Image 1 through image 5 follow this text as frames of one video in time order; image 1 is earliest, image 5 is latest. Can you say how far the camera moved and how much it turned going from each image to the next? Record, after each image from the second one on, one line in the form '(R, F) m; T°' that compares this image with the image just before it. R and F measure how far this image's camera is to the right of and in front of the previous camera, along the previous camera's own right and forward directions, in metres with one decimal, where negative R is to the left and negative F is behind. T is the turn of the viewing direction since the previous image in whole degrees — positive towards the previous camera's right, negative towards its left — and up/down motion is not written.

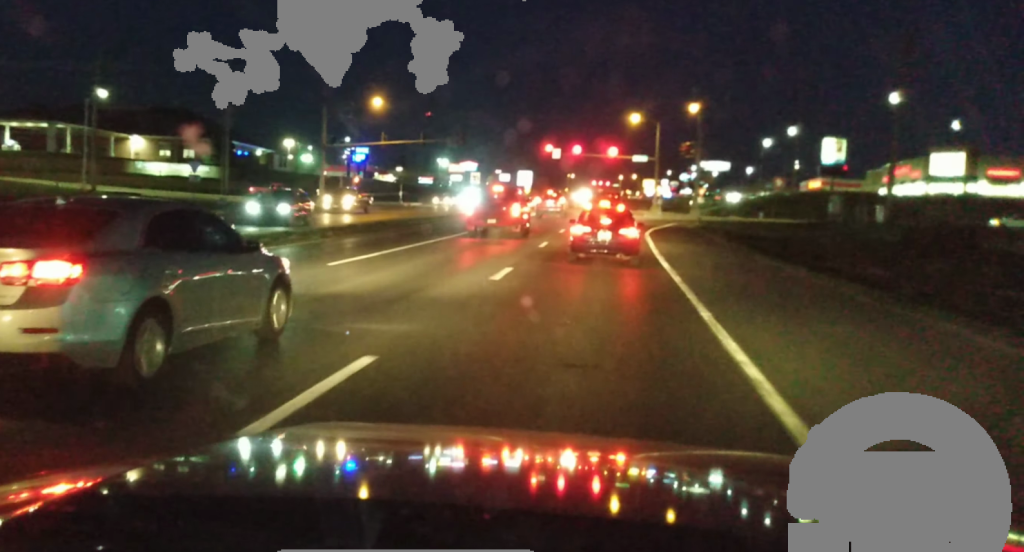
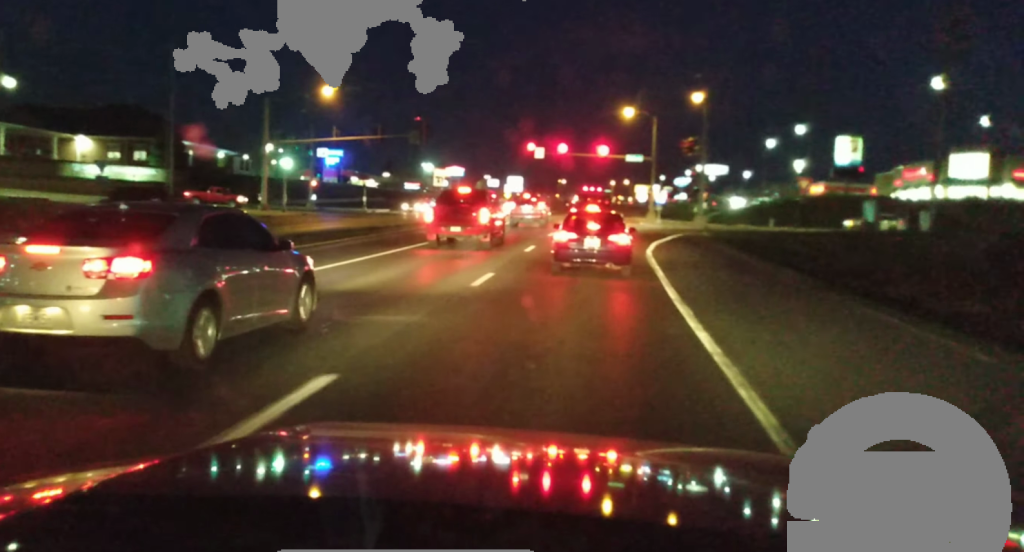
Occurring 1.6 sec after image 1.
(-0.1, +14.0) m; -1°
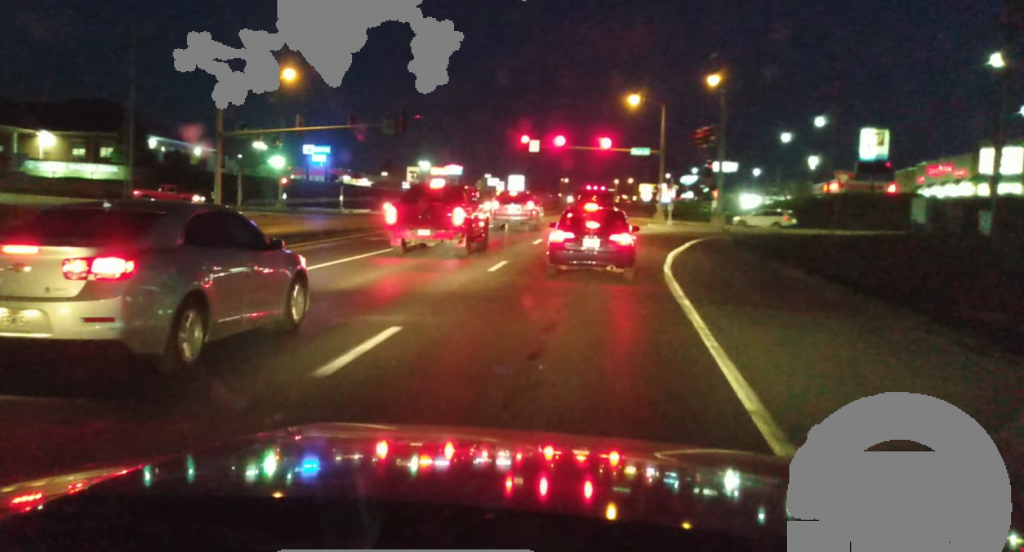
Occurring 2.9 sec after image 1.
(+0.2, +9.6) m; +2°
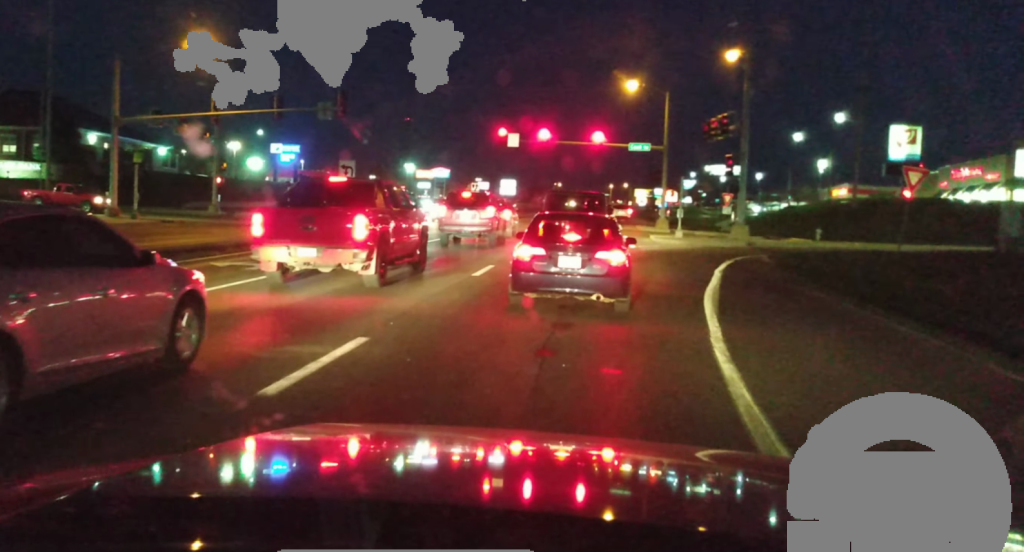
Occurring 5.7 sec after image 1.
(+0.3, +13.3) m; +3°
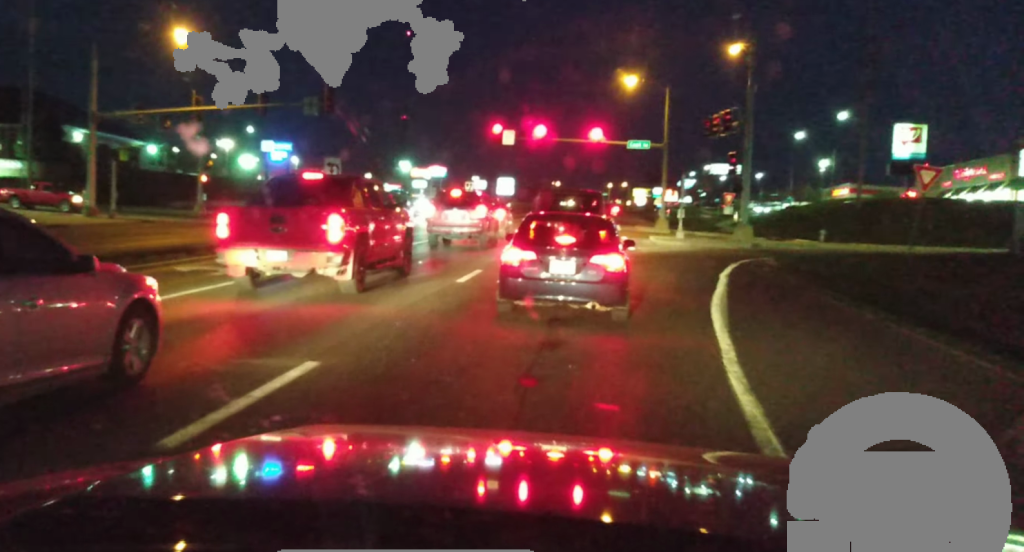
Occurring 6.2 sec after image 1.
(0.0, +1.8) m; +4°
